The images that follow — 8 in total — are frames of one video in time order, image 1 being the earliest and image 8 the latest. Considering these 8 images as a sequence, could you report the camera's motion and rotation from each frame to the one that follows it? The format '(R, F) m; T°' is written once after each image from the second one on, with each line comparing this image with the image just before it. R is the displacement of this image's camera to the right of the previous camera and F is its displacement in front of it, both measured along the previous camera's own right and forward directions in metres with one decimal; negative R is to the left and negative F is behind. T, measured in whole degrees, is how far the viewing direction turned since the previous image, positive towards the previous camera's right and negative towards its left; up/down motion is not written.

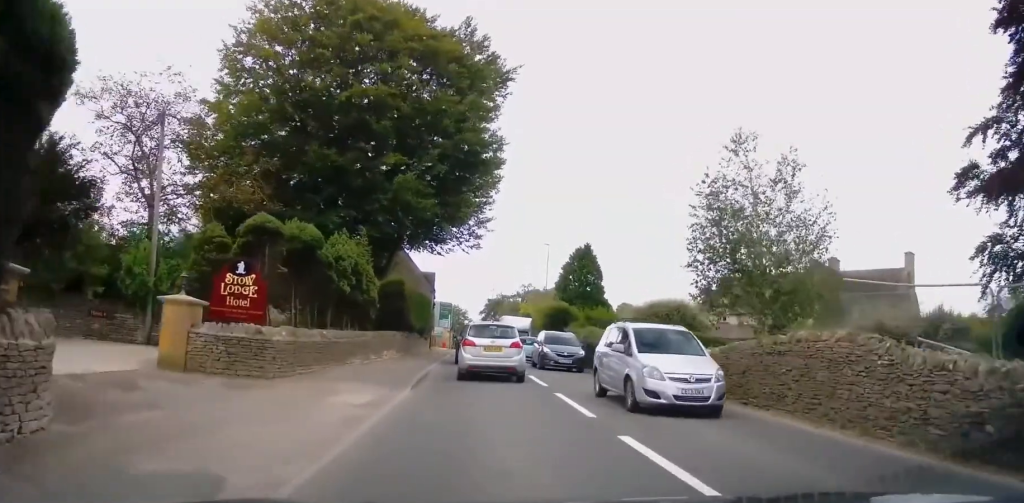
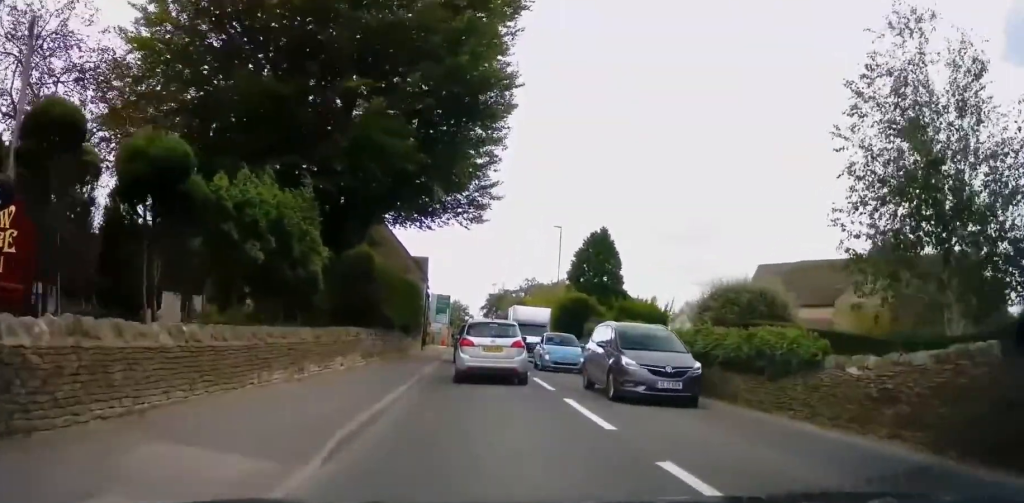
(0.0, +6.7) m; 0°
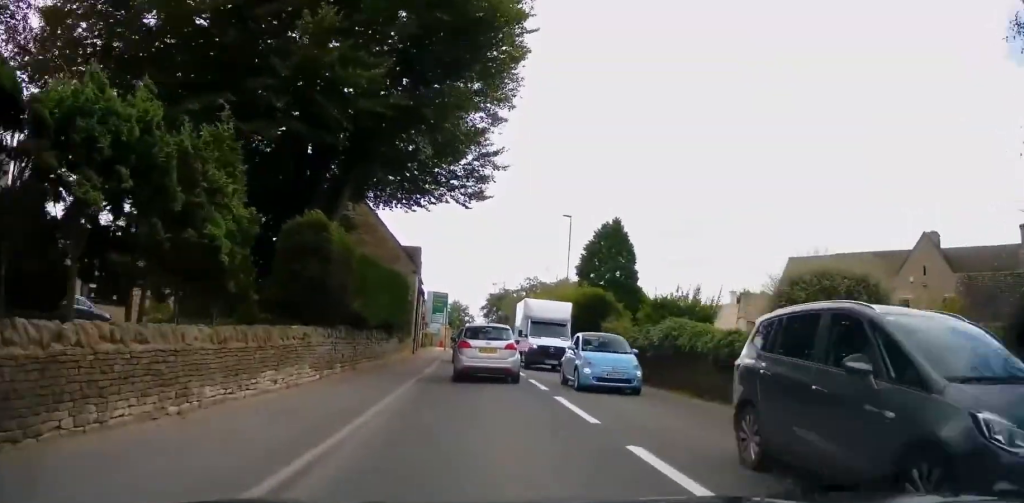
(0.0, +5.3) m; +1°
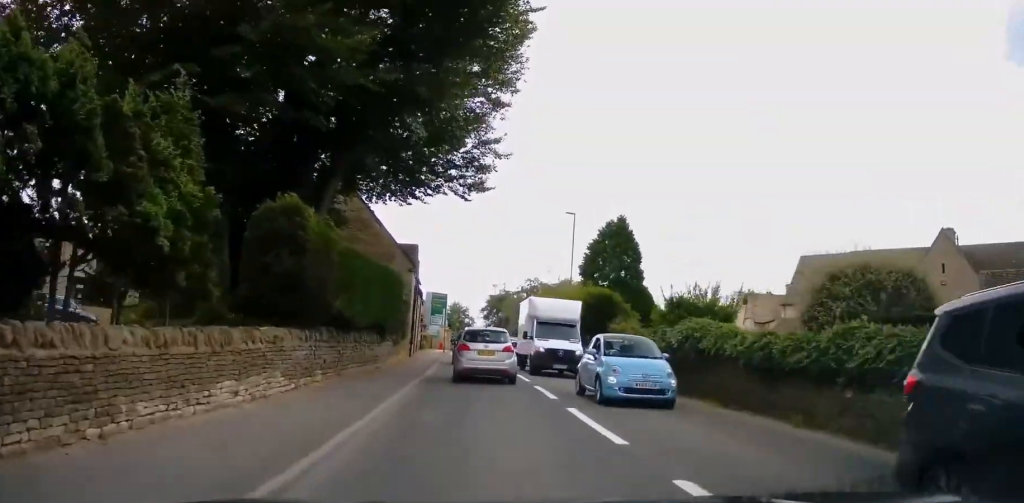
(0.0, +2.0) m; +1°
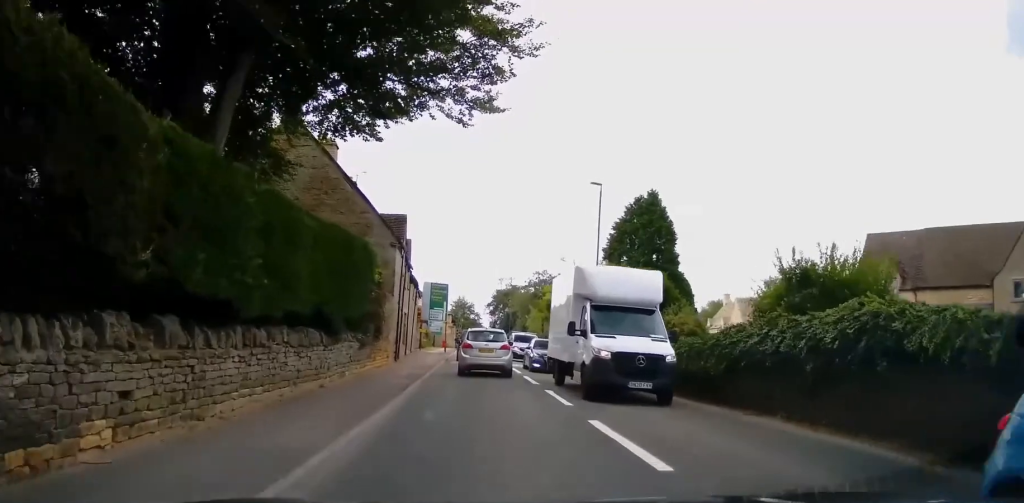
(+0.3, +7.2) m; 0°
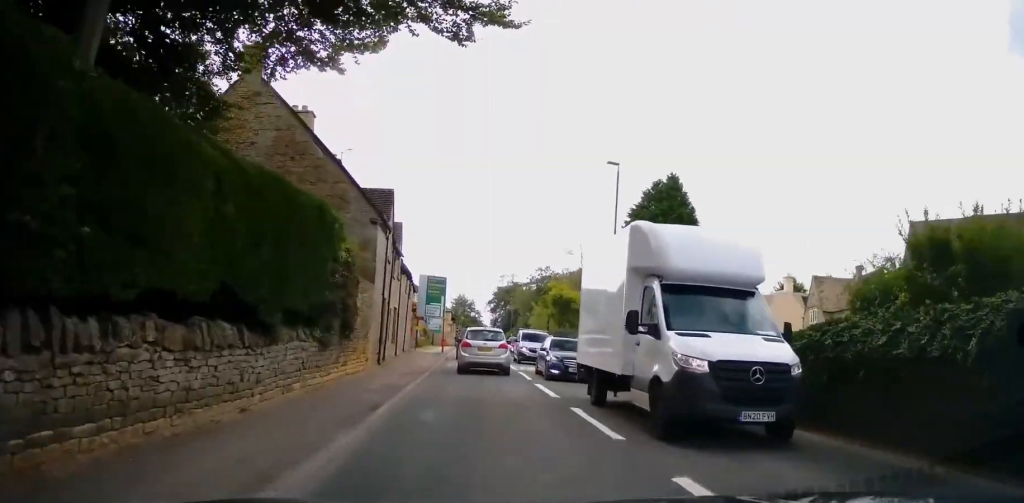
(-0.2, +3.6) m; -2°
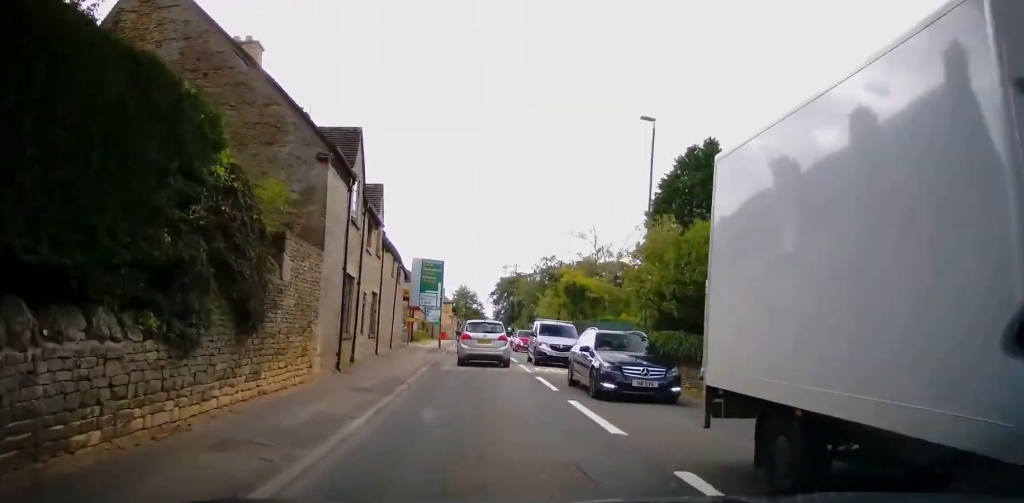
(-0.1, +4.8) m; -2°
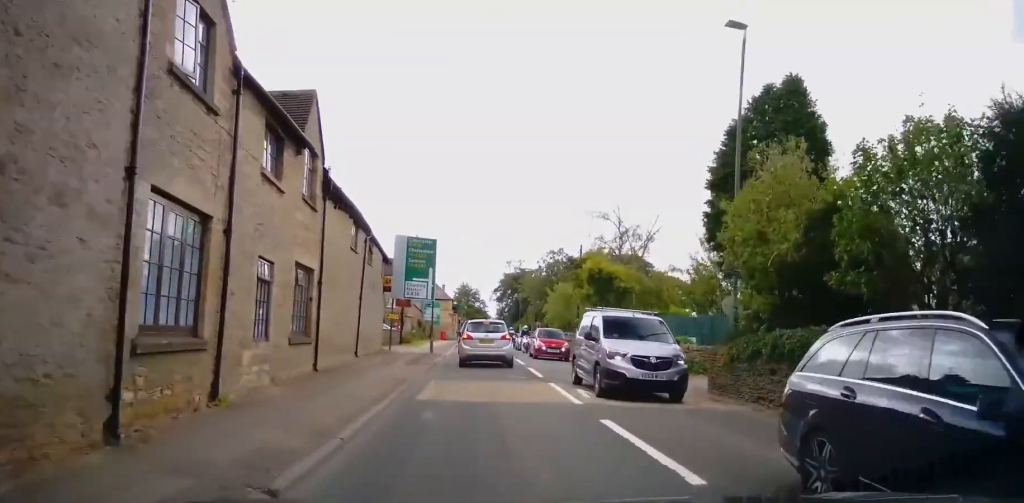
(-0.1, +7.8) m; 0°
